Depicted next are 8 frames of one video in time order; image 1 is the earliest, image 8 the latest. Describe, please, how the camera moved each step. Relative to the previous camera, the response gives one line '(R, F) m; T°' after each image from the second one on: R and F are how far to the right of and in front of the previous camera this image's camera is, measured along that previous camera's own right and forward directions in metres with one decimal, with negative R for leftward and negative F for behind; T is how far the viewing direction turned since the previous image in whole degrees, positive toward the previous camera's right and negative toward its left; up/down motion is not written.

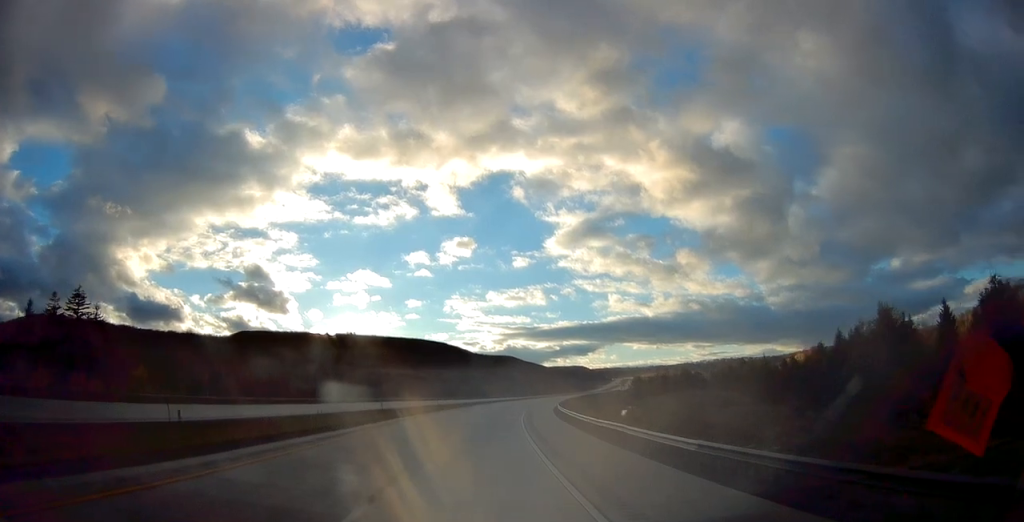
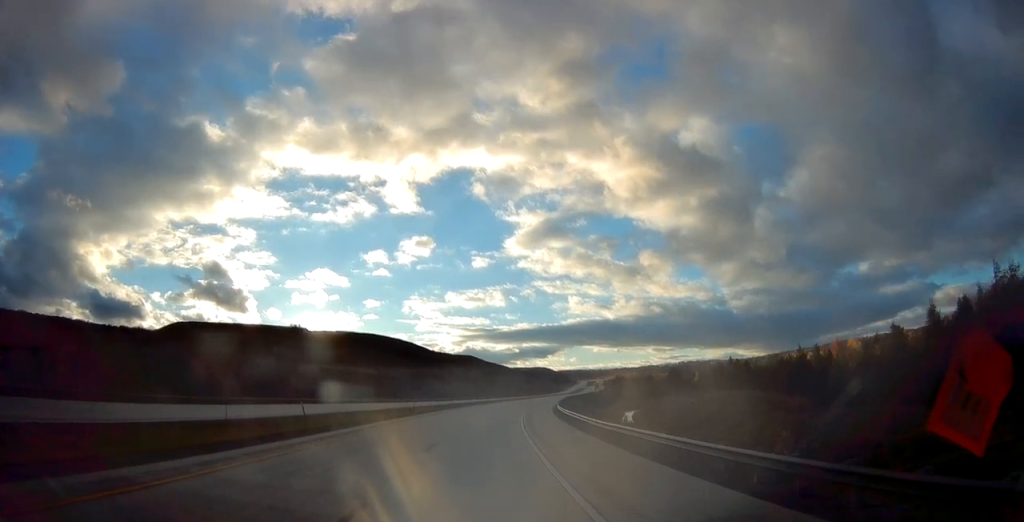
(+1.6, +39.4) m; +4°
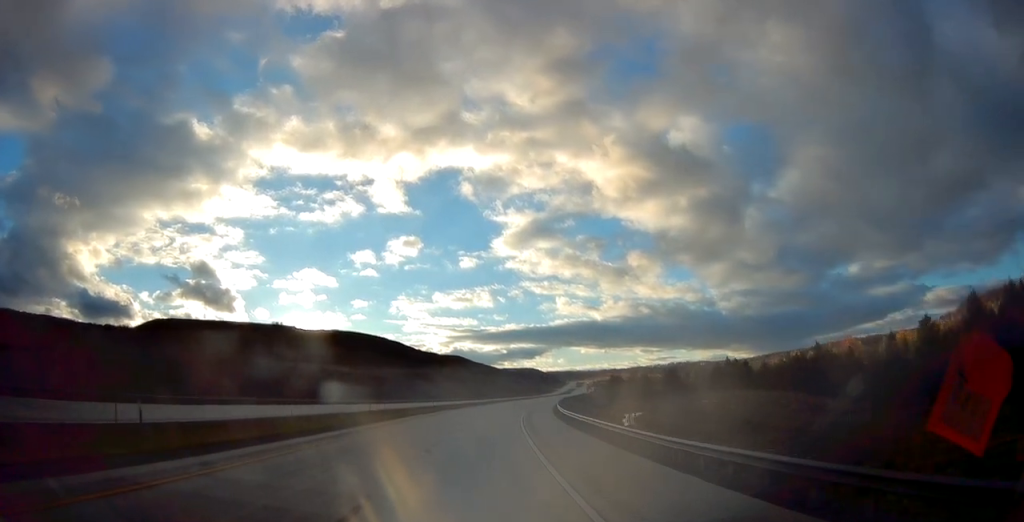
(+0.2, +12.2) m; +1°
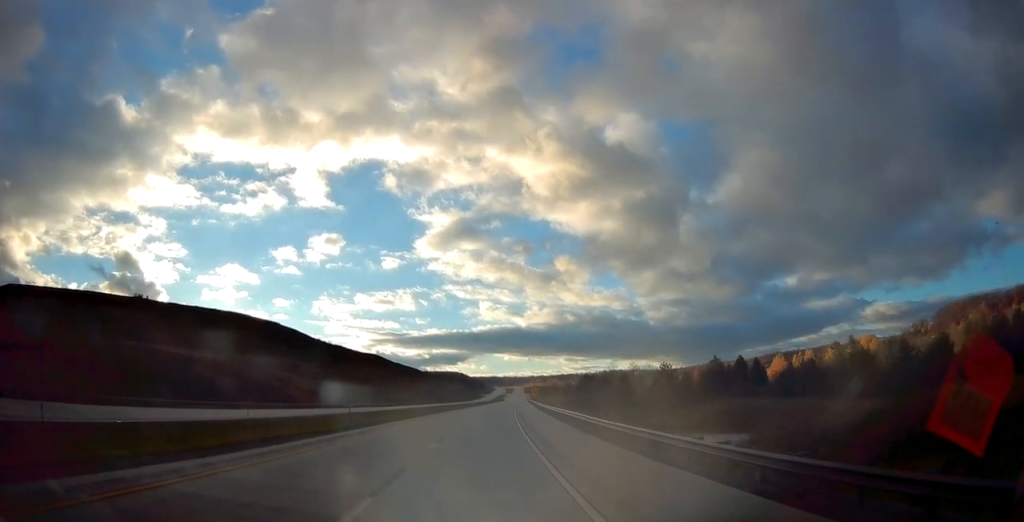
(+5.4, +79.9) m; +8°
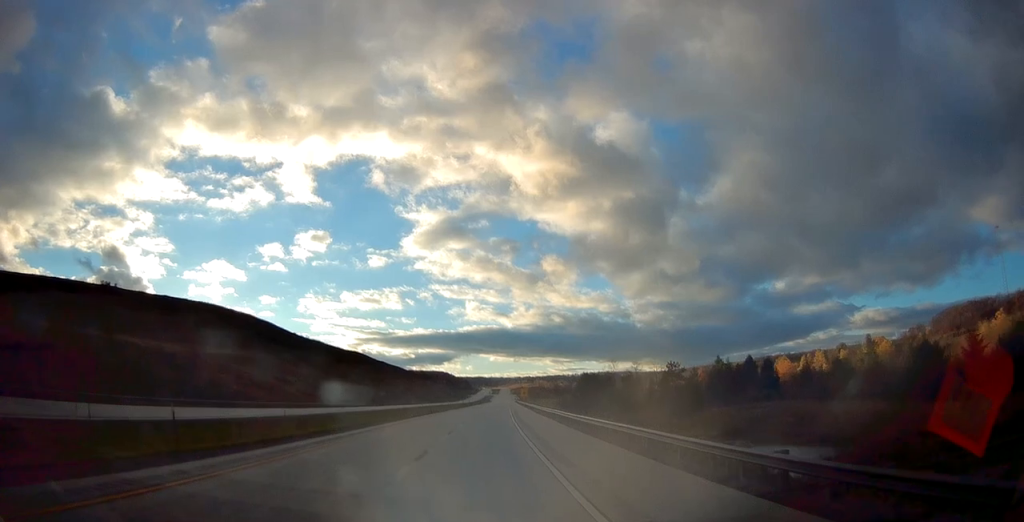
(+0.3, +18.3) m; +2°
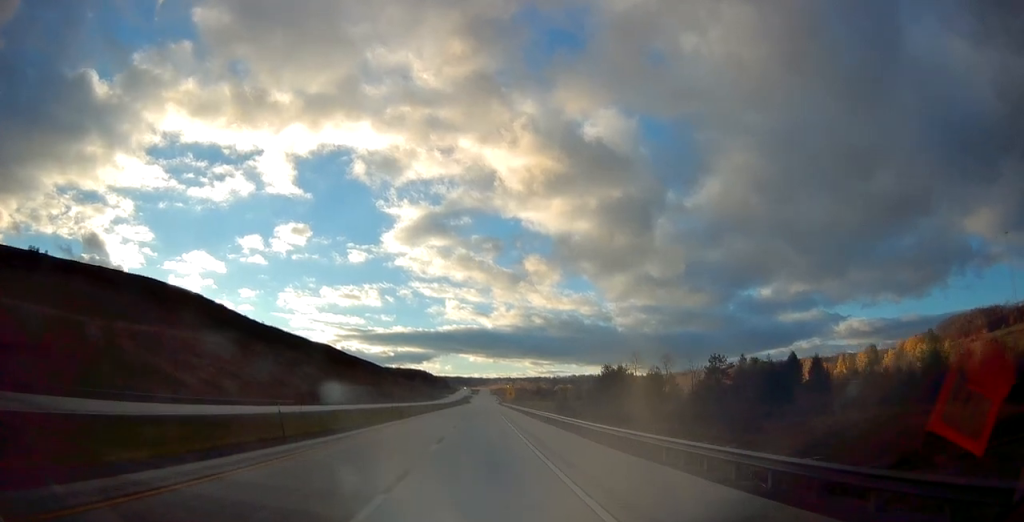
(+1.2, +41.5) m; +2°
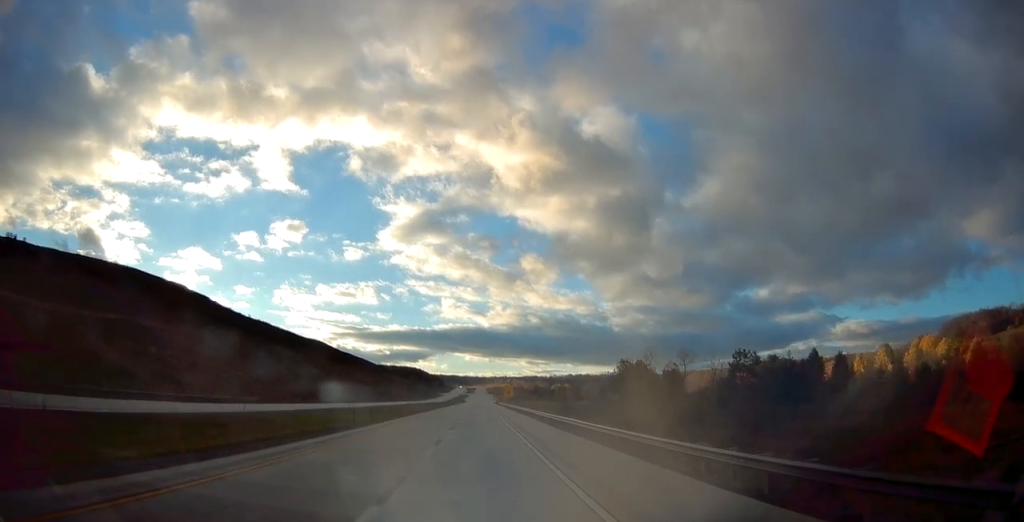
(0.0, +13.1) m; 0°
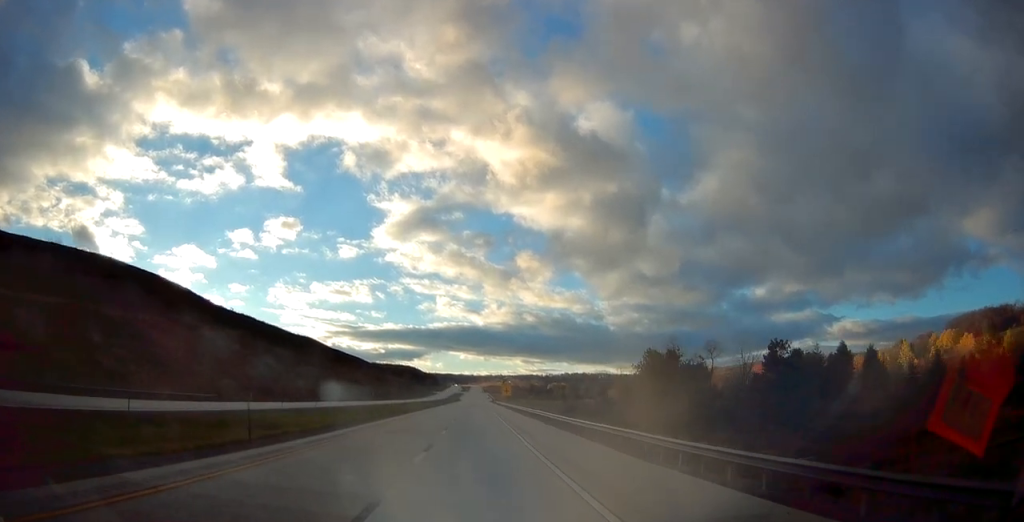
(-0.1, +15.1) m; 0°
